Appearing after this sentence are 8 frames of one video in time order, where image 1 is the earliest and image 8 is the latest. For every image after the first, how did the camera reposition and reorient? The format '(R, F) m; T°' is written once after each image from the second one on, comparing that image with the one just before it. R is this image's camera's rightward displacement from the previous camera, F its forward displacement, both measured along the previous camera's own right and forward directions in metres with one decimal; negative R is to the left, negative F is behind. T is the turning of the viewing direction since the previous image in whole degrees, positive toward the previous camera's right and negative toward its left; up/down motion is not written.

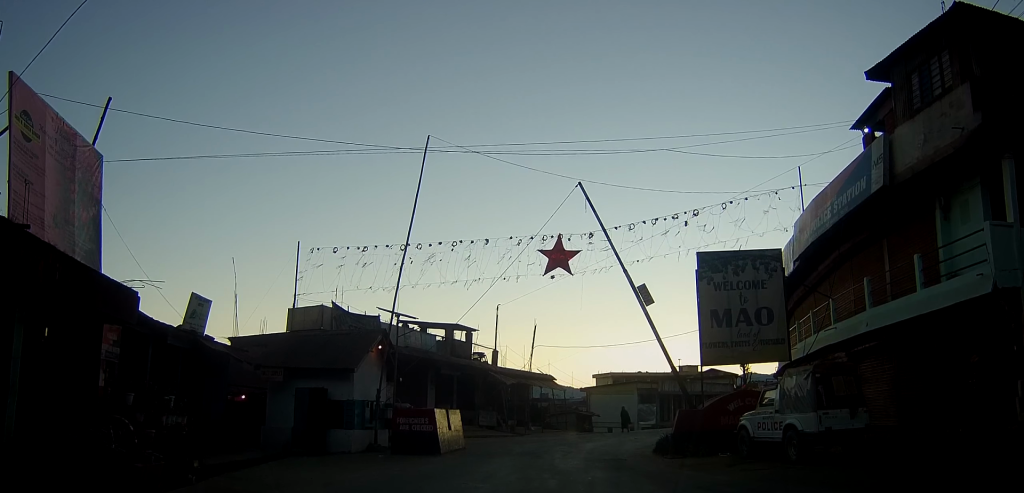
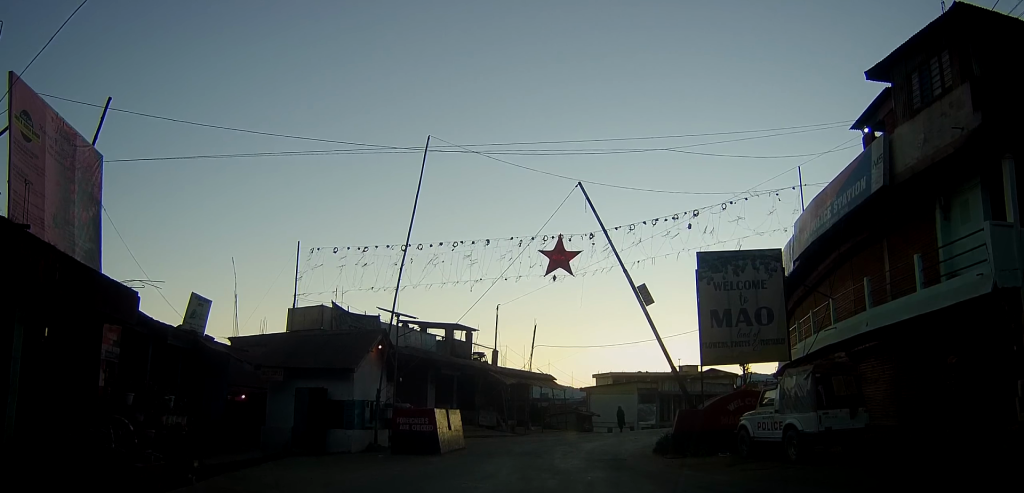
(0.0, 0.0) m; 0°
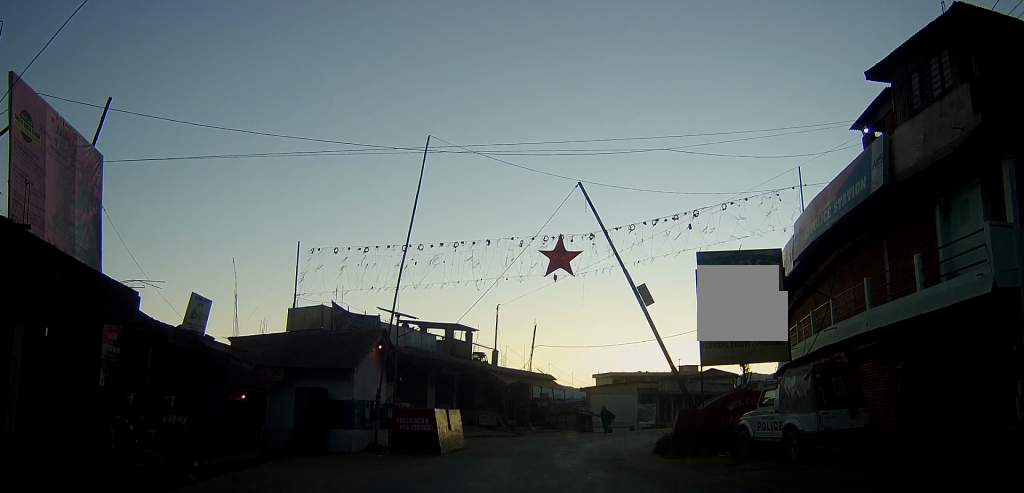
(0.0, 0.0) m; 0°
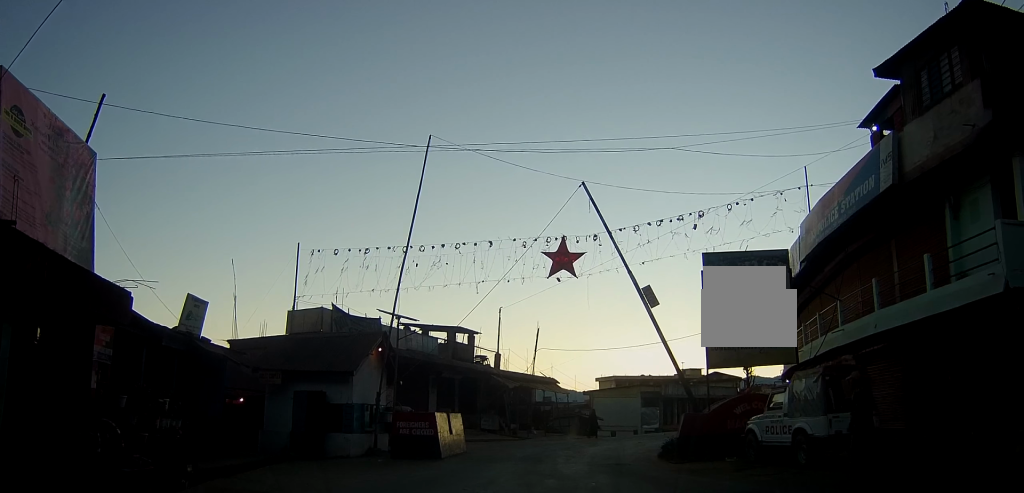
(0.0, 0.0) m; 0°
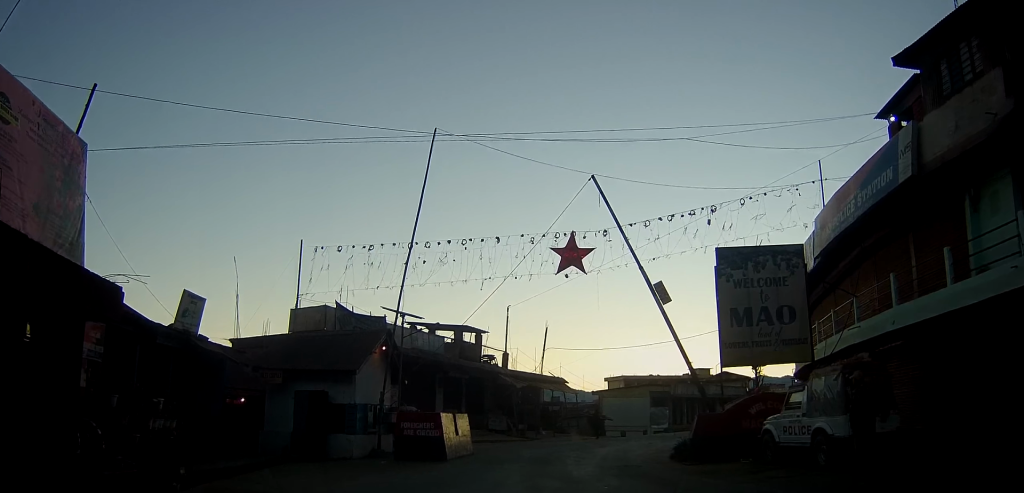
(0.0, 0.0) m; 0°
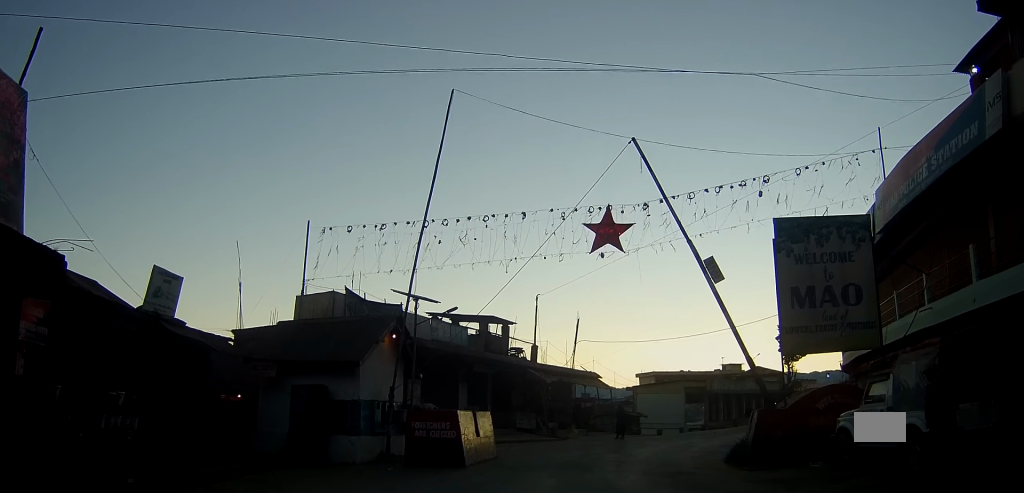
(-0.1, +0.7) m; 0°
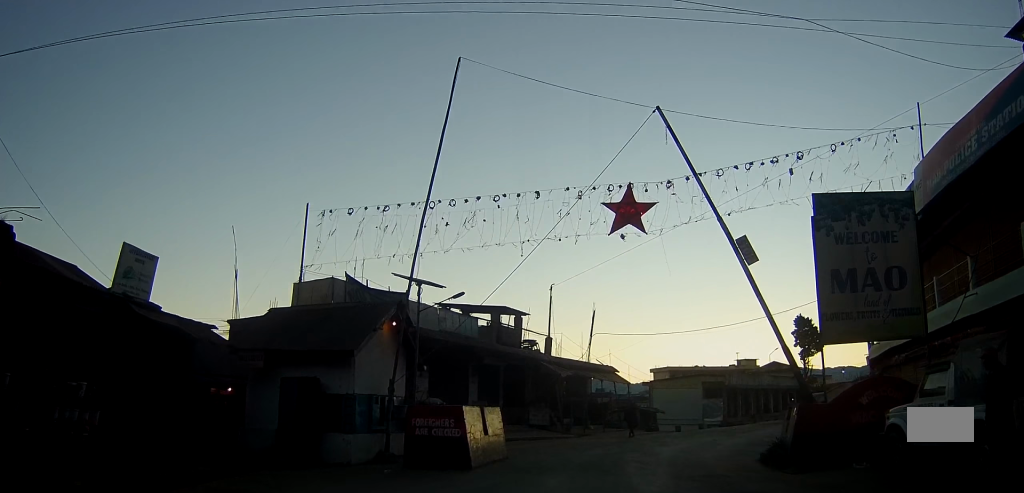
(0.0, +1.1) m; +1°
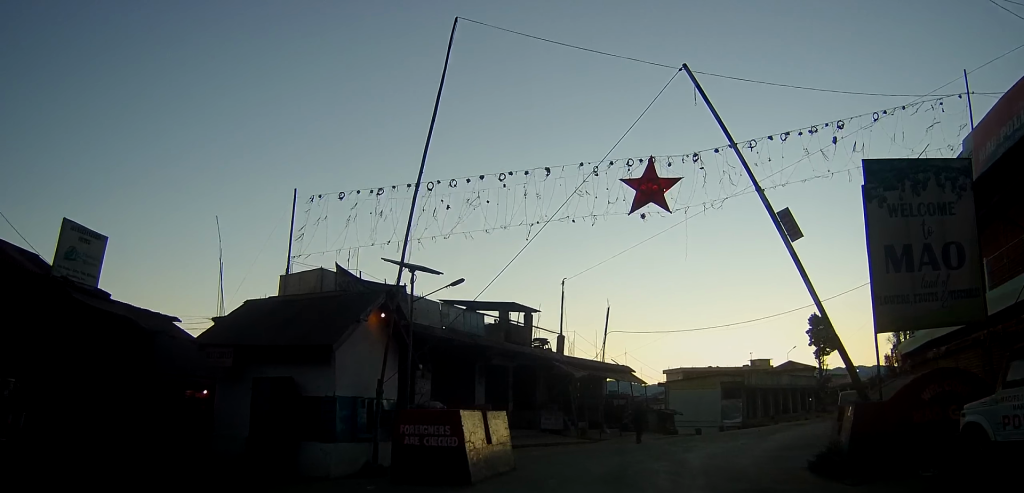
(+0.1, +2.2) m; +3°
